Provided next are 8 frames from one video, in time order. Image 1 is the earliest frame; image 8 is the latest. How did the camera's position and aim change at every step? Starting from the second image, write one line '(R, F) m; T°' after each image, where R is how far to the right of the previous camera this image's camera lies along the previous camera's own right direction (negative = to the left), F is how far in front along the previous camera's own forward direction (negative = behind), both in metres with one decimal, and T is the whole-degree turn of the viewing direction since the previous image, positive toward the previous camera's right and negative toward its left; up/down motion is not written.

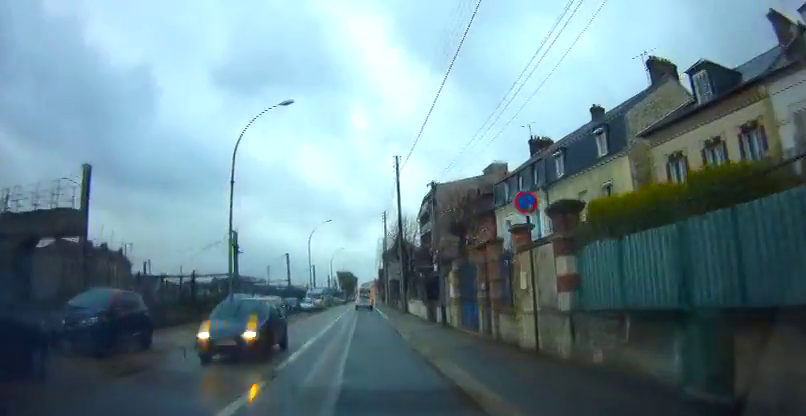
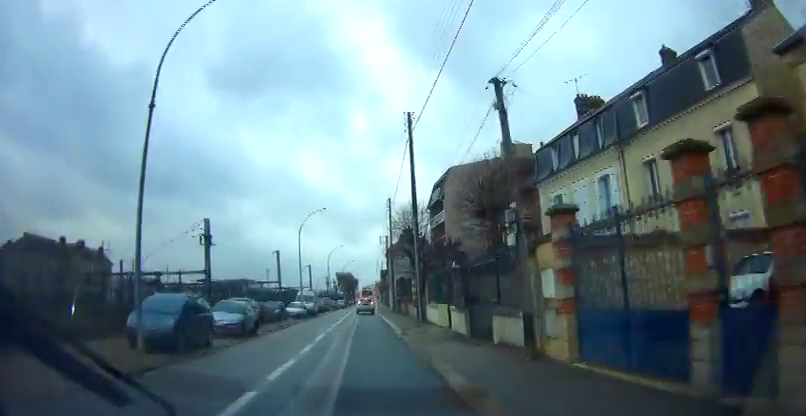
(-0.2, +9.4) m; 0°
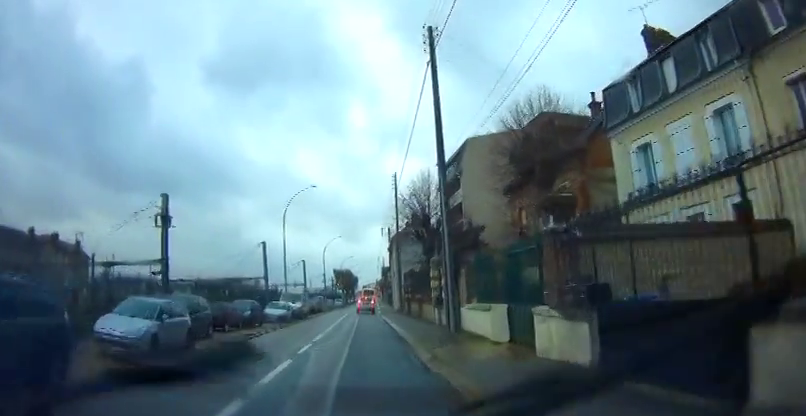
(+0.2, +9.0) m; +2°
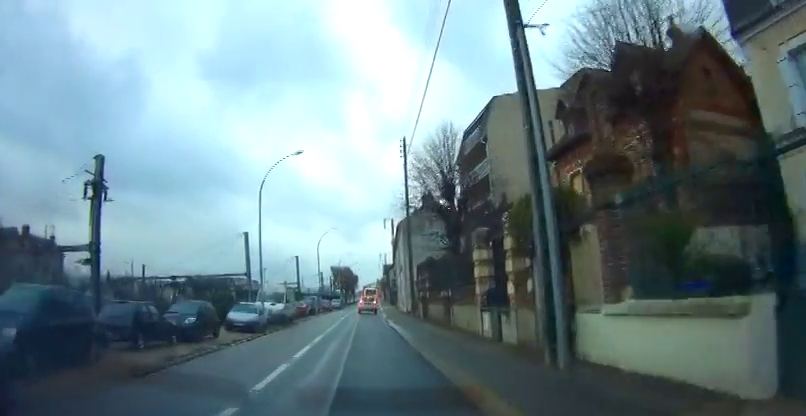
(0.0, +9.1) m; -1°
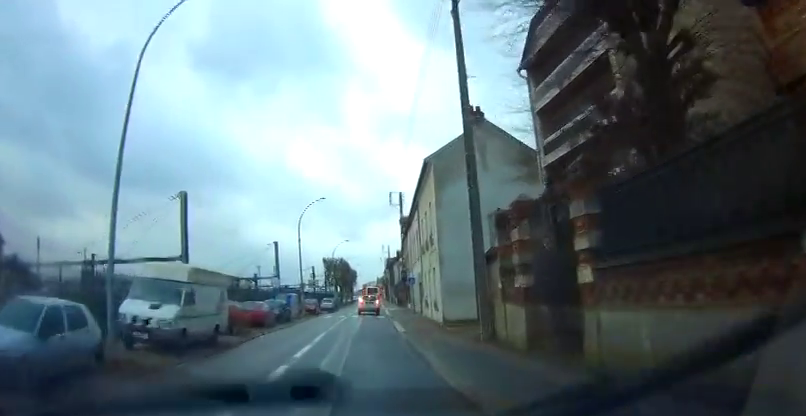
(-0.1, +17.9) m; +1°
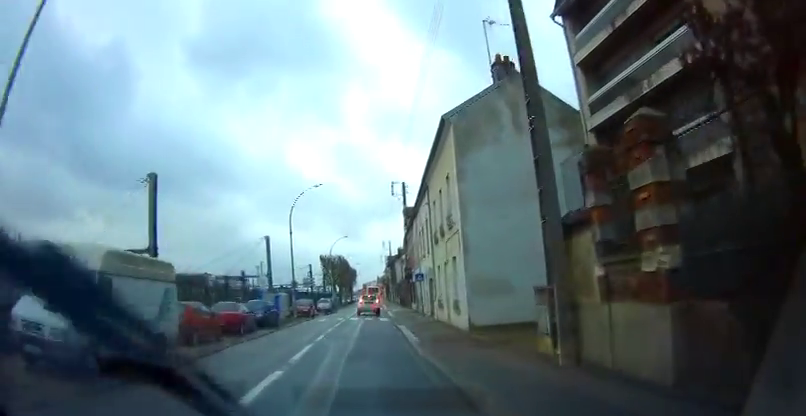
(+0.1, +5.3) m; +1°
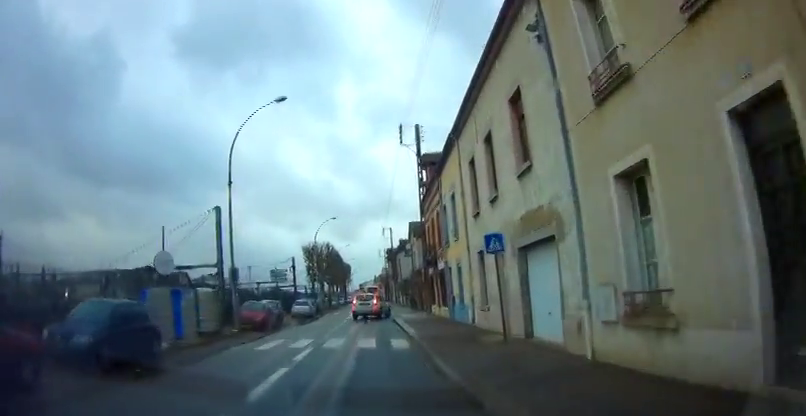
(0.0, +17.9) m; -2°
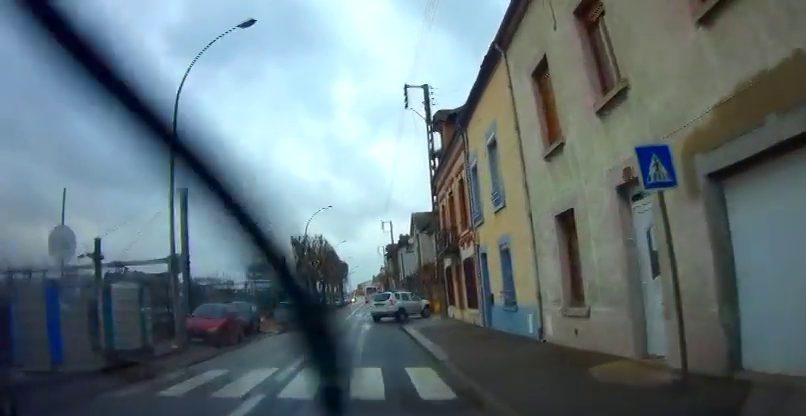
(-0.2, +7.2) m; 0°
